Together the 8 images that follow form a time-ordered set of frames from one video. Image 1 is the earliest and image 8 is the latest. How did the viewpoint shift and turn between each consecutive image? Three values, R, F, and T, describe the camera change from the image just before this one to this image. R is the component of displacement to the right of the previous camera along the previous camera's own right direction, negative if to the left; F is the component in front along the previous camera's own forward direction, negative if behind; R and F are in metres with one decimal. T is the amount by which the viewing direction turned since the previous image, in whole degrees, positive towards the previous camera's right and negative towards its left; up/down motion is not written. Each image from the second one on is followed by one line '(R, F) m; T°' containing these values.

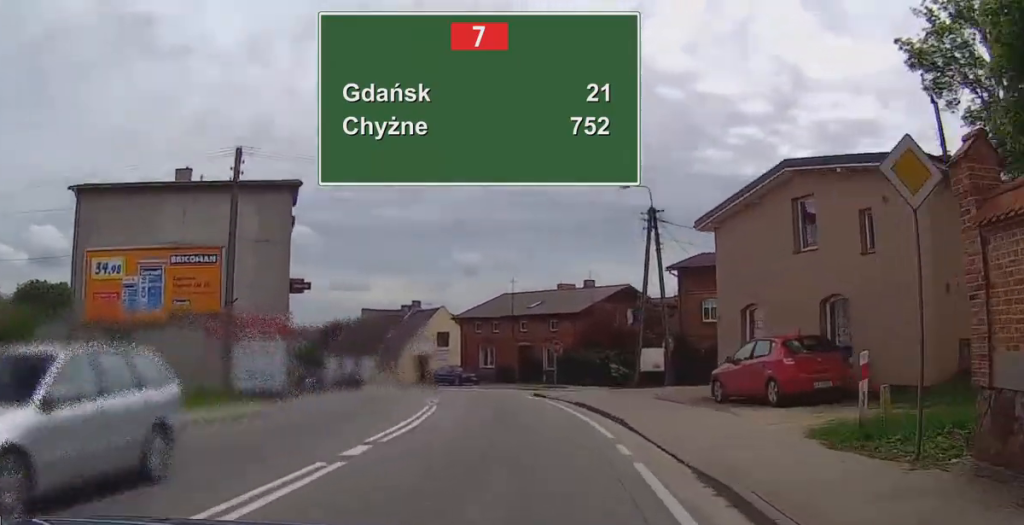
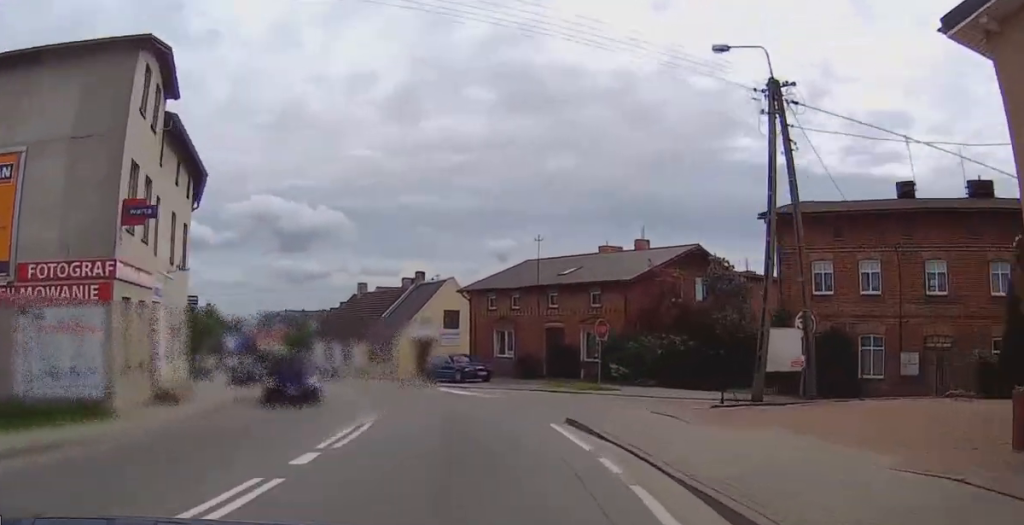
(0.0, +14.6) m; -5°
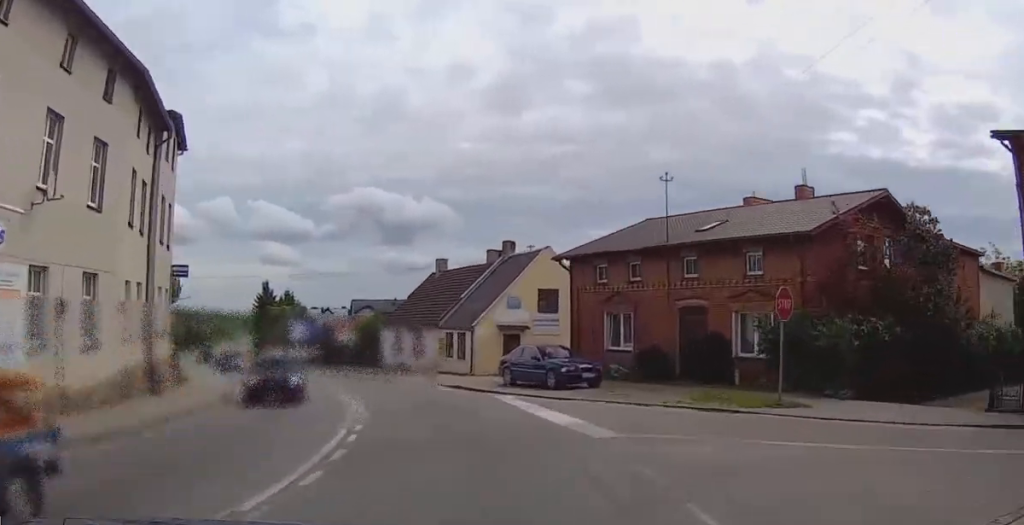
(-0.4, +12.1) m; -8°
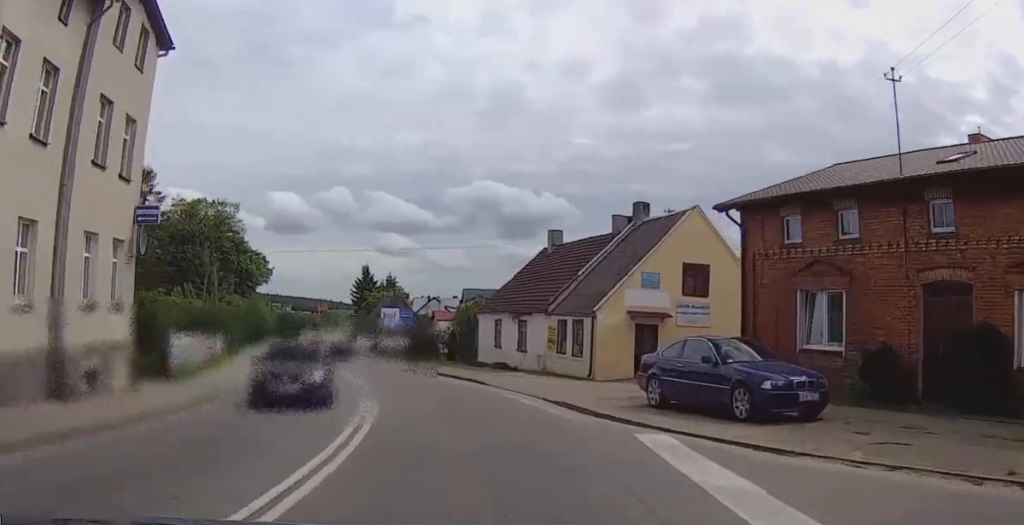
(-1.1, +10.7) m; -9°
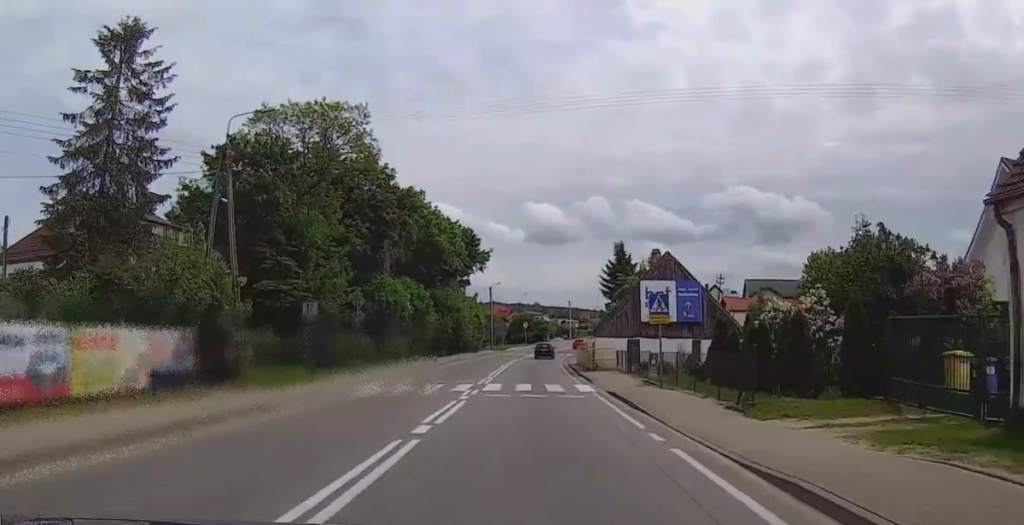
(-4.6, +35.0) m; -9°
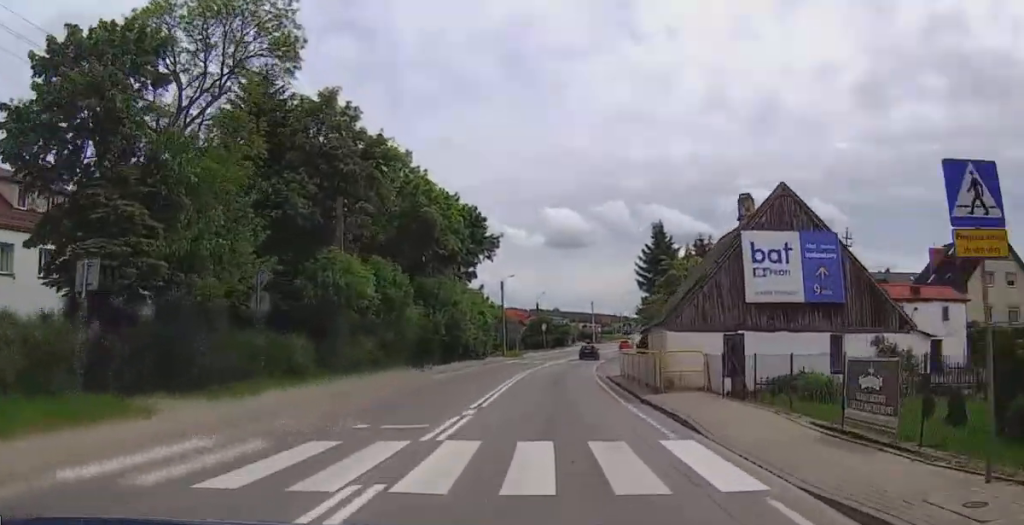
(0.0, +16.9) m; 0°
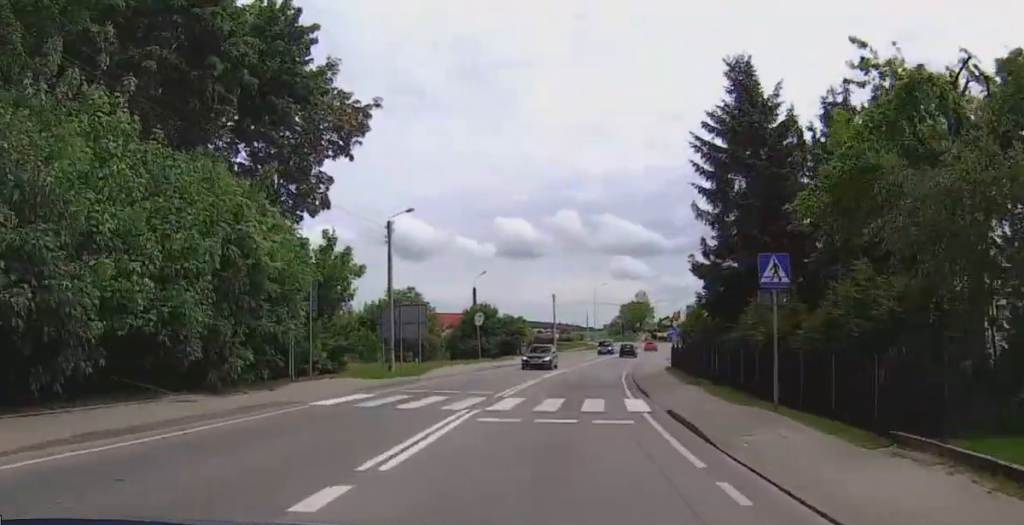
(0.0, +42.4) m; 0°
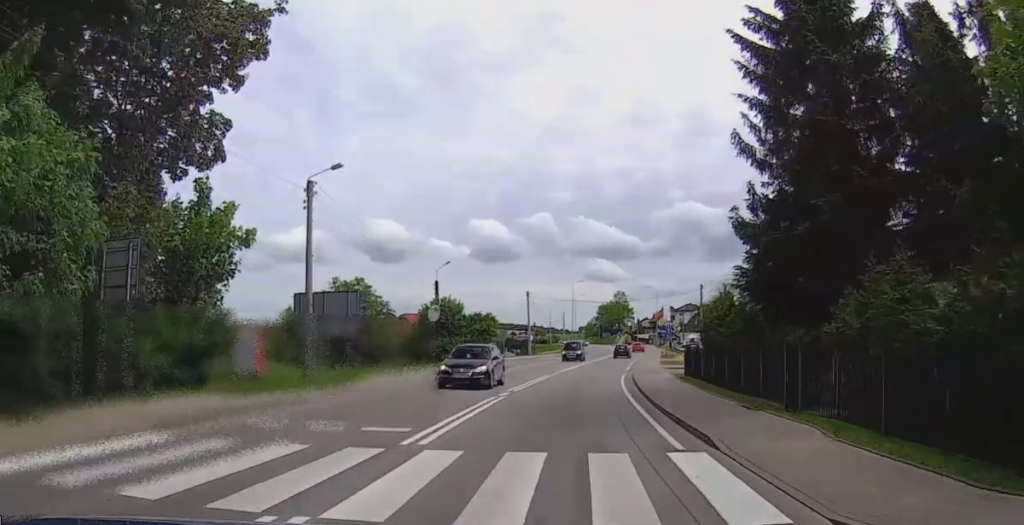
(0.0, +10.1) m; 0°
